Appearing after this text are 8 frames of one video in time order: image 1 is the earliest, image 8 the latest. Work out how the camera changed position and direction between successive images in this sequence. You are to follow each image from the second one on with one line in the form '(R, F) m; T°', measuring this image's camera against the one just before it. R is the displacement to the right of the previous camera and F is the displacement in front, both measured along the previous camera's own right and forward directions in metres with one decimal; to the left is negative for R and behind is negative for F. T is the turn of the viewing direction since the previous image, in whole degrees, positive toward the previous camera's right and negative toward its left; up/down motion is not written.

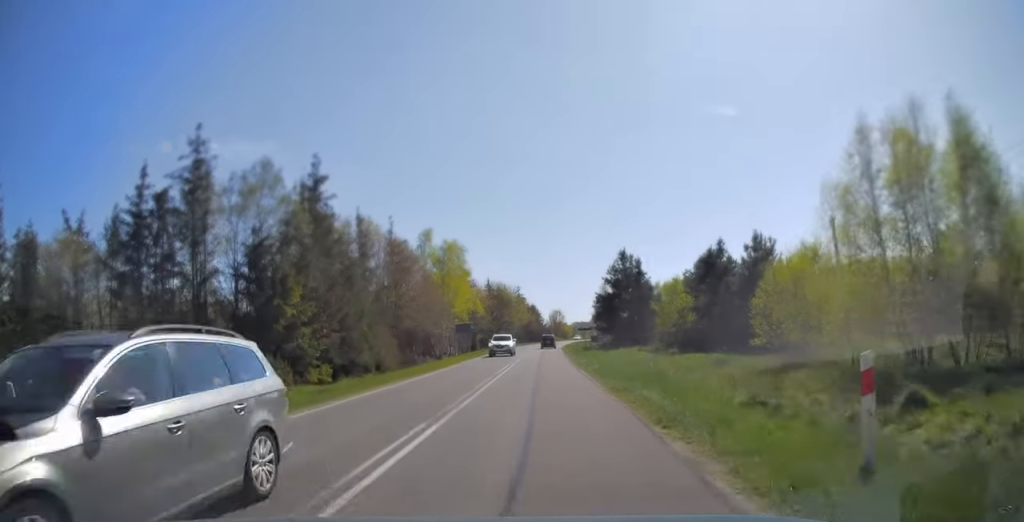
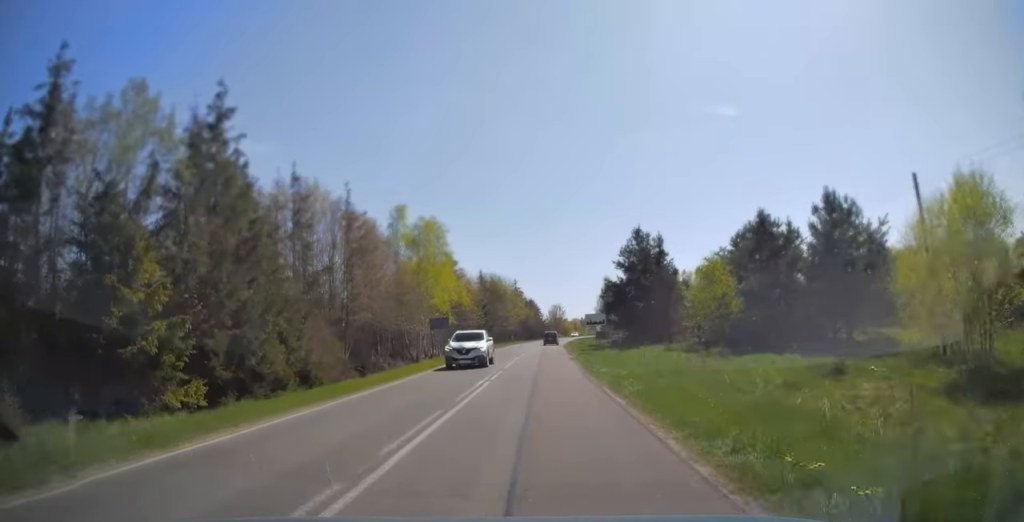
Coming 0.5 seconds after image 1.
(+0.1, +10.2) m; 0°
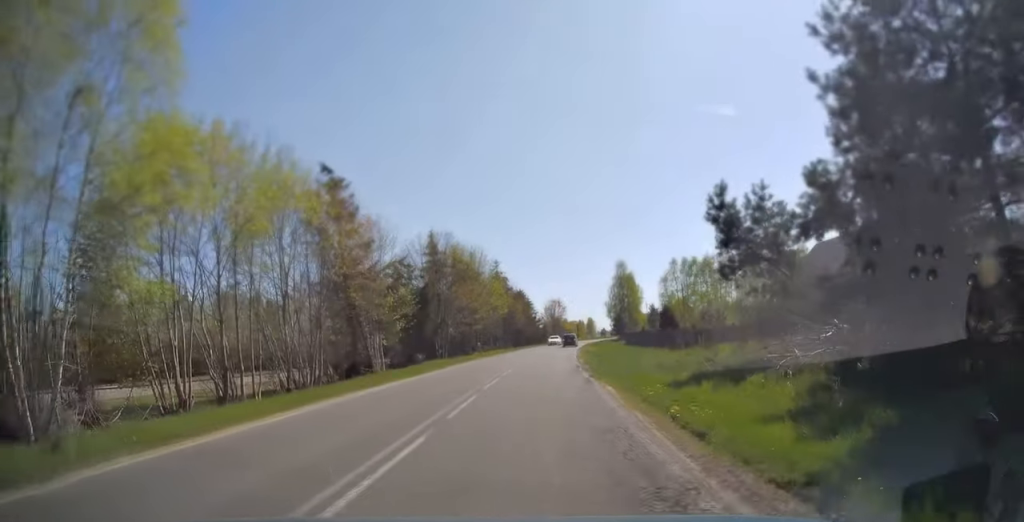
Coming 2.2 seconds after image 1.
(+0.1, +37.0) m; +1°
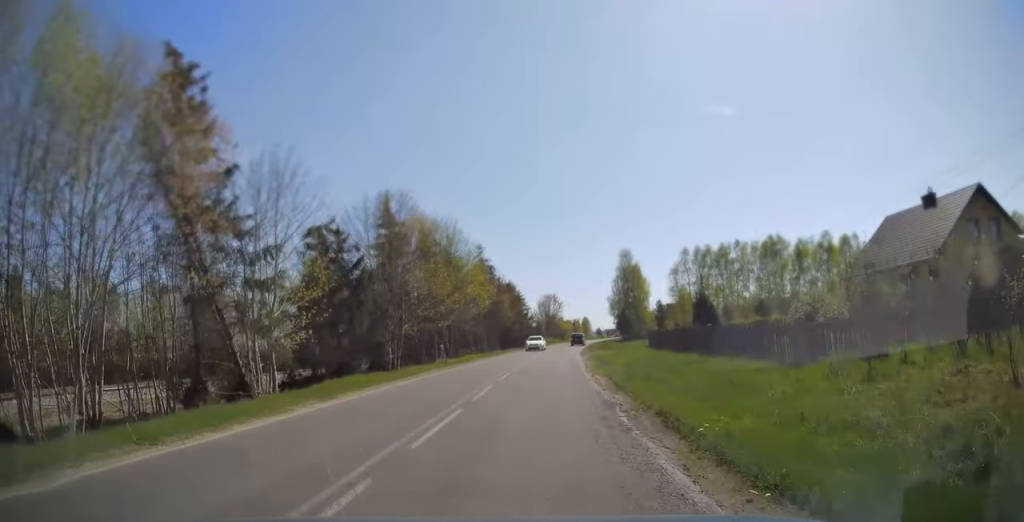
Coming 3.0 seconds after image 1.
(+0.1, +14.3) m; +1°
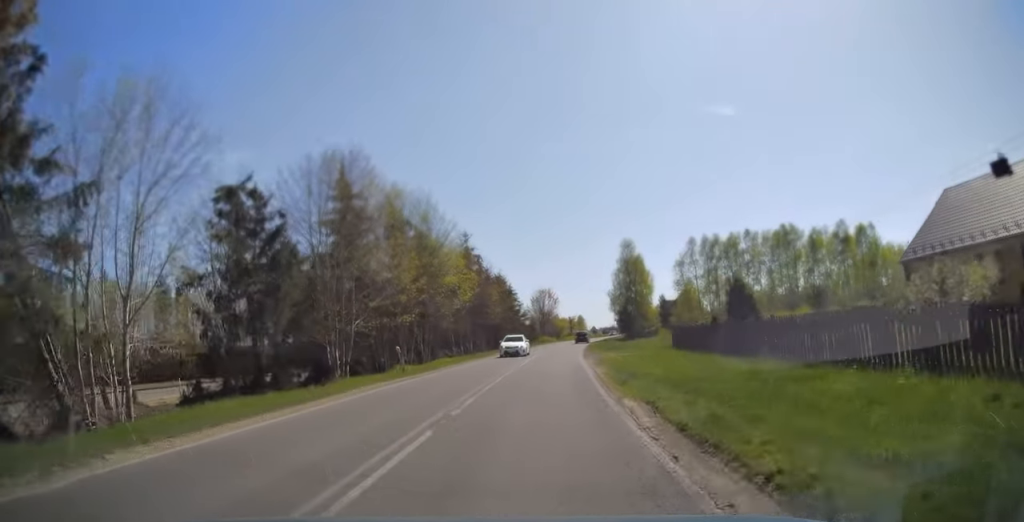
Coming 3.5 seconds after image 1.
(0.0, +8.6) m; +1°
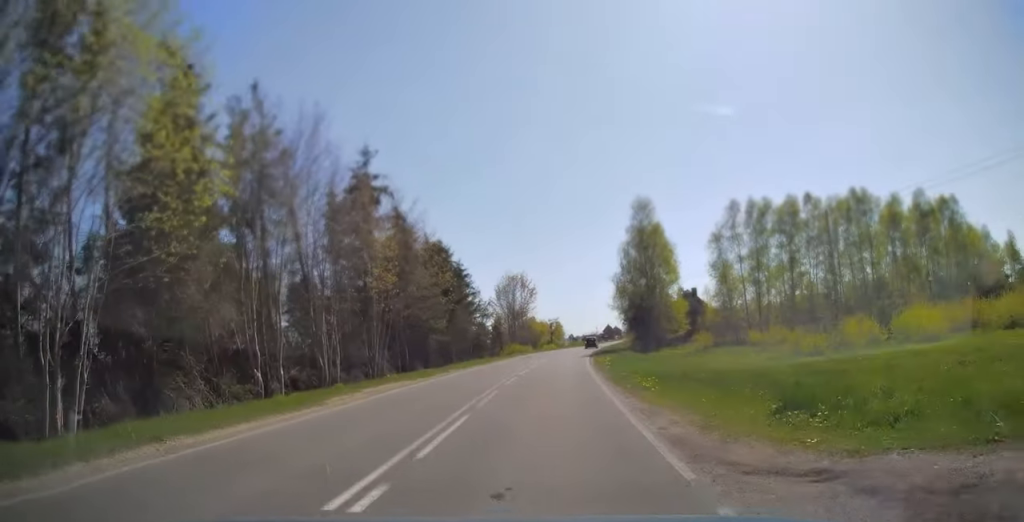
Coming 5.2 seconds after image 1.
(+0.5, +31.6) m; +2°
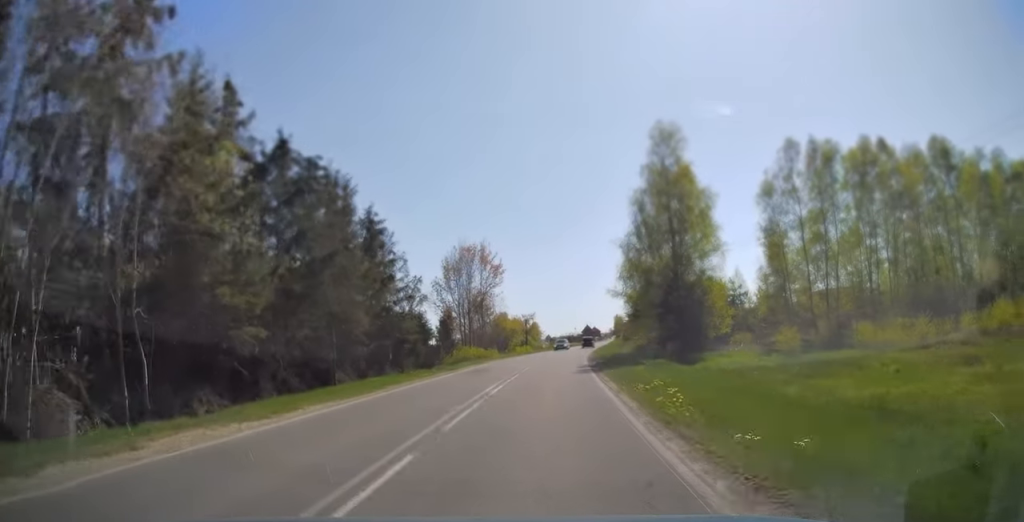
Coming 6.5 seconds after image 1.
(+0.4, +21.3) m; +3°
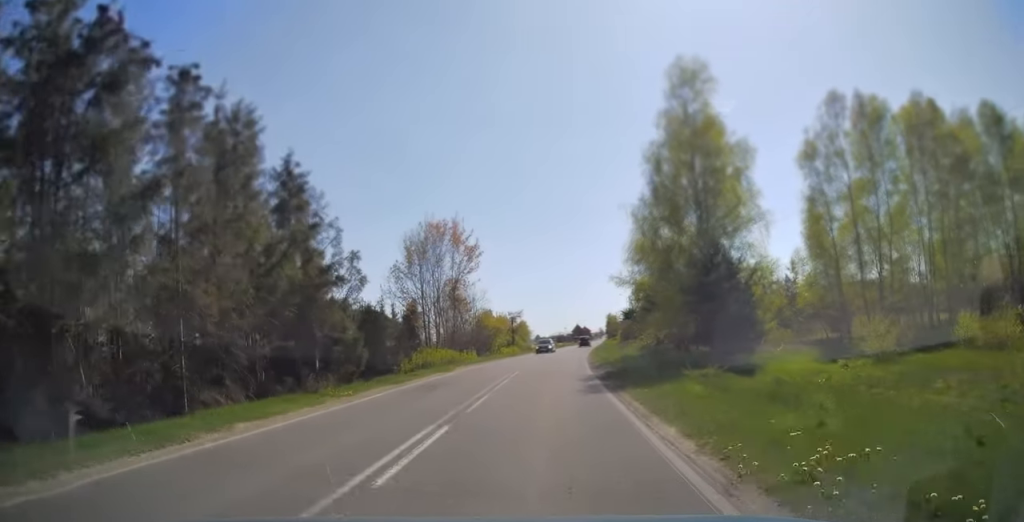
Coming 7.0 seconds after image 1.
(+0.1, +9.3) m; +1°
